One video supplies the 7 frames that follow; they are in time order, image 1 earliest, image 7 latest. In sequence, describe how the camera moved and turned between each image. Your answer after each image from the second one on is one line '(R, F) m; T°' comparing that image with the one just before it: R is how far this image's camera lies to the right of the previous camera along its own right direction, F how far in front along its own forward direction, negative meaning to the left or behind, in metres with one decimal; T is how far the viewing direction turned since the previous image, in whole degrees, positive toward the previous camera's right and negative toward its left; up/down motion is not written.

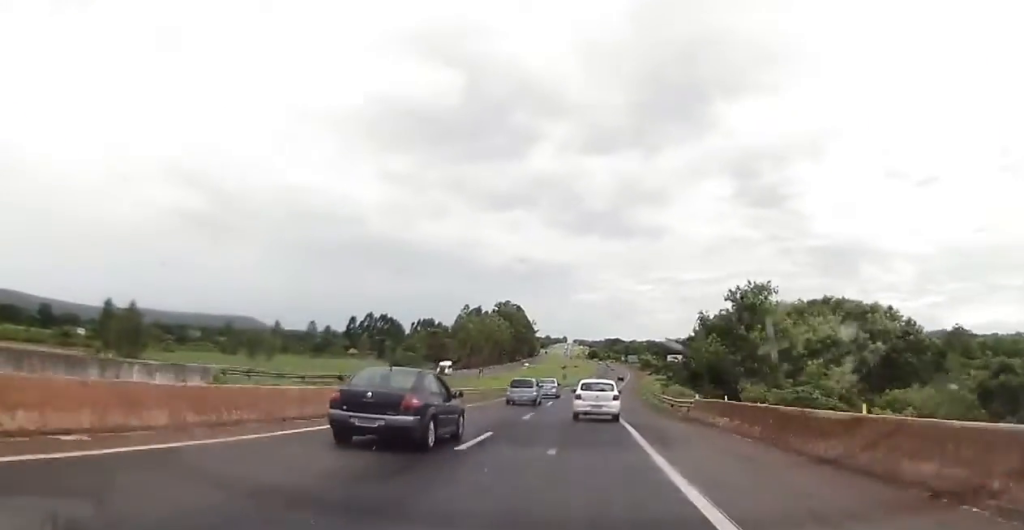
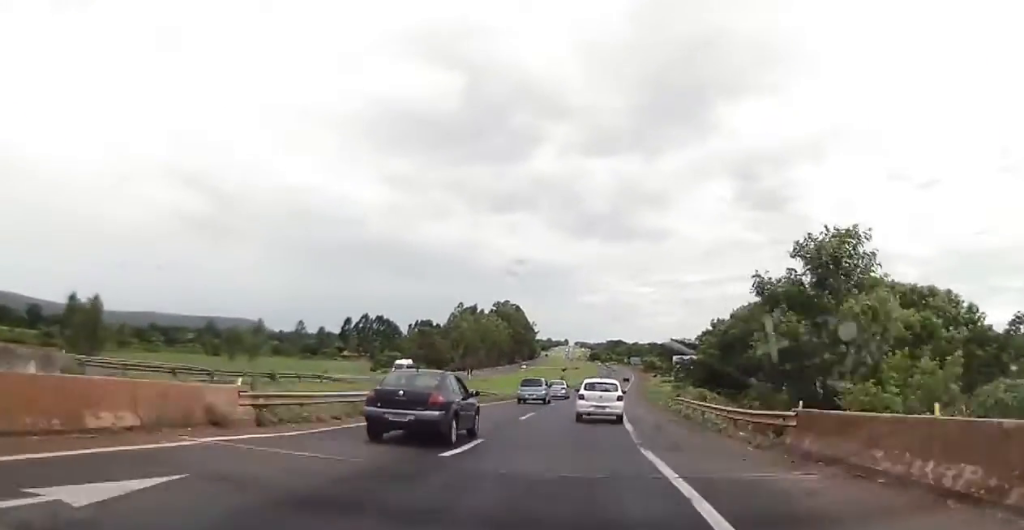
(-0.2, +13.6) m; 0°
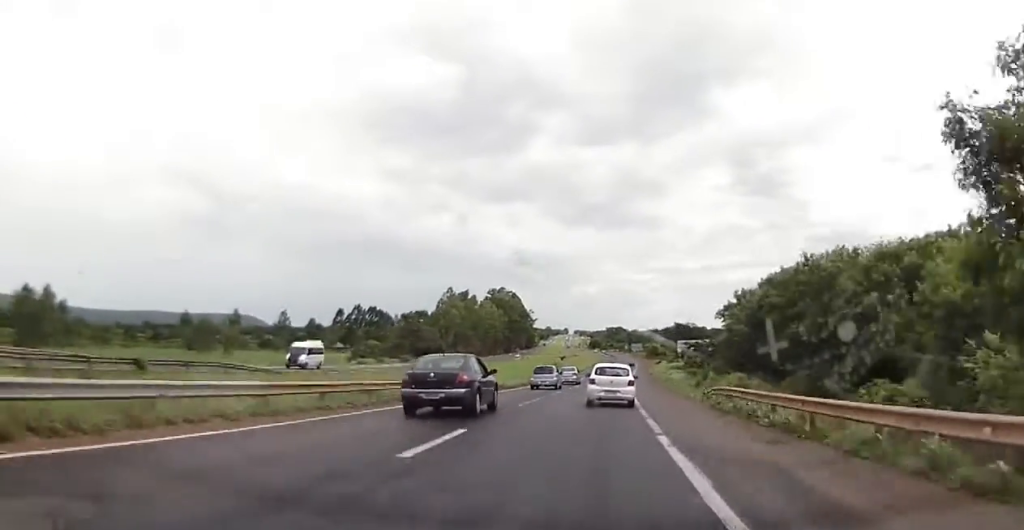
(-0.3, +15.1) m; +1°
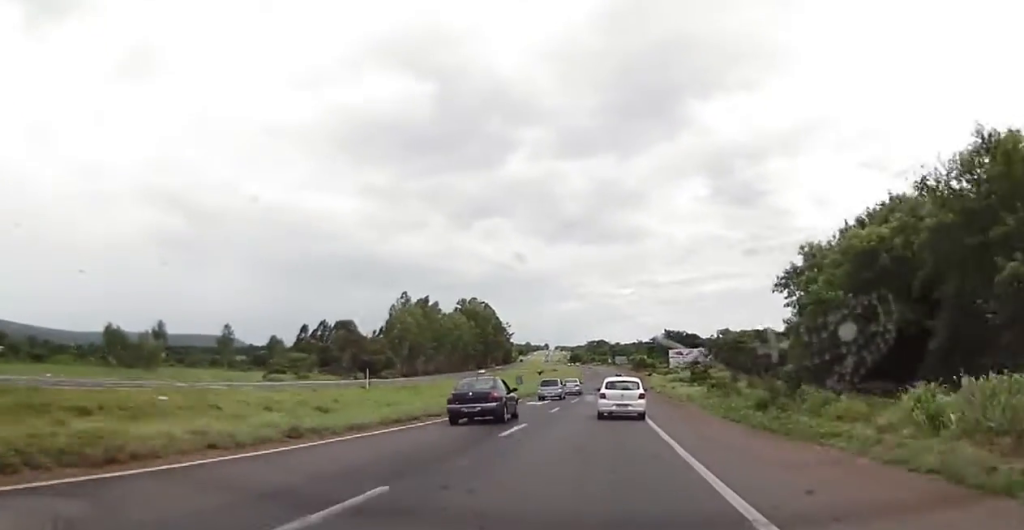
(+0.9, +29.3) m; +2°
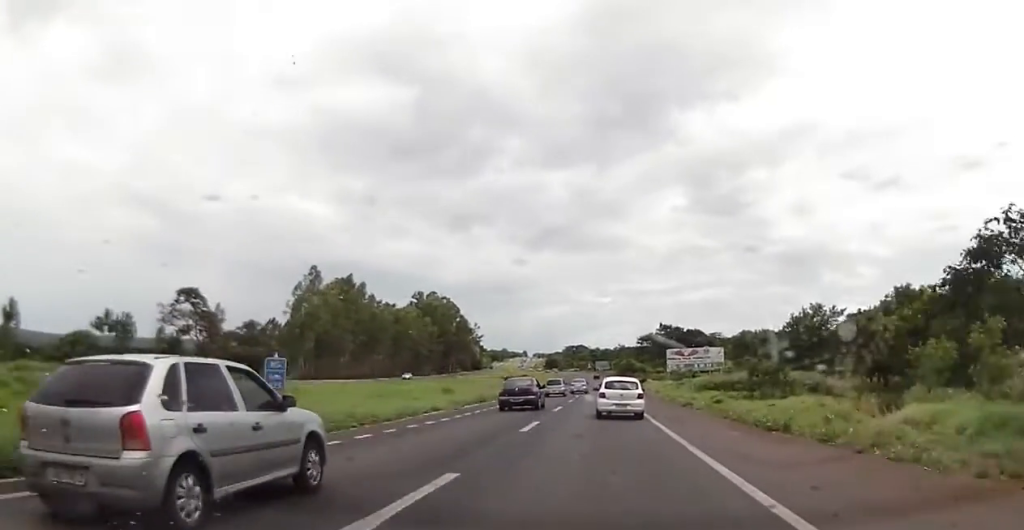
(-0.4, +46.7) m; +1°
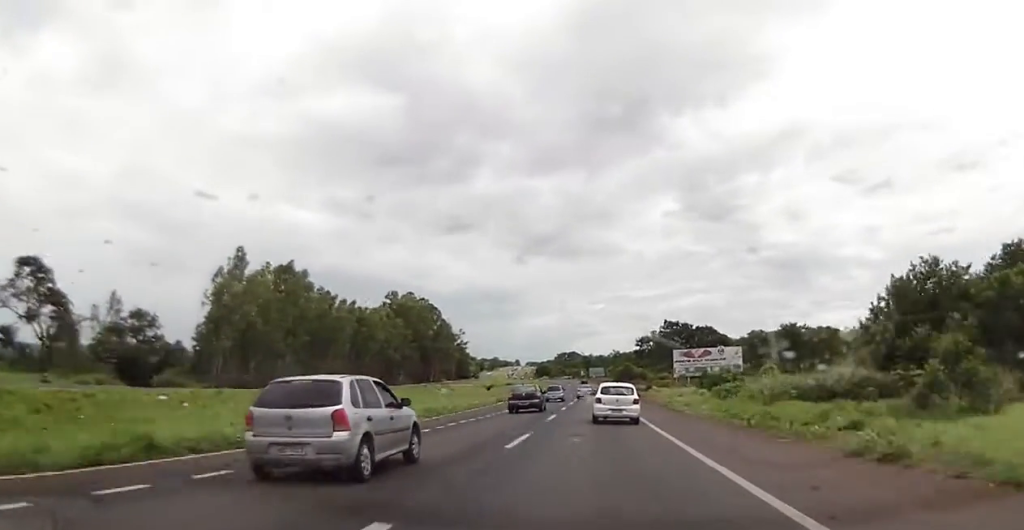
(+0.5, +27.2) m; +1°
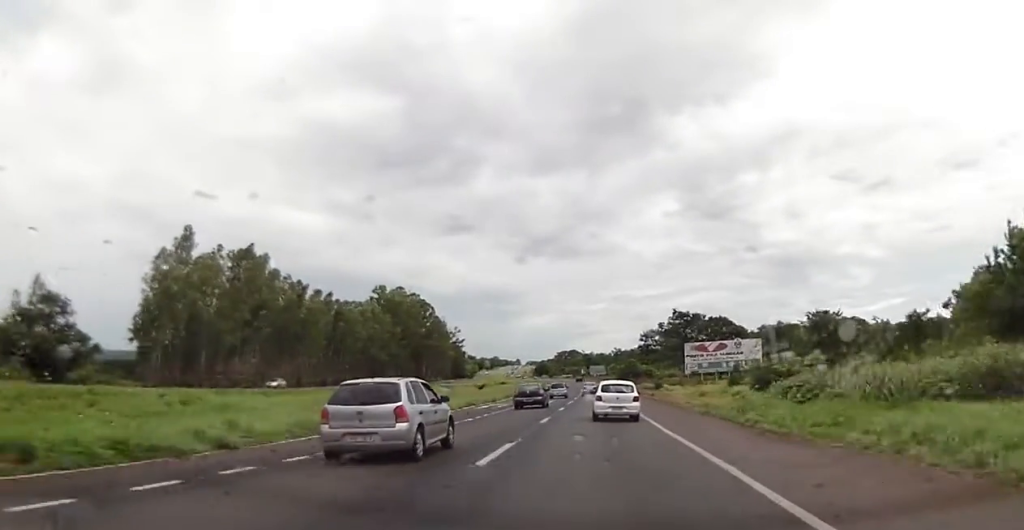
(-0.3, +15.8) m; +1°
